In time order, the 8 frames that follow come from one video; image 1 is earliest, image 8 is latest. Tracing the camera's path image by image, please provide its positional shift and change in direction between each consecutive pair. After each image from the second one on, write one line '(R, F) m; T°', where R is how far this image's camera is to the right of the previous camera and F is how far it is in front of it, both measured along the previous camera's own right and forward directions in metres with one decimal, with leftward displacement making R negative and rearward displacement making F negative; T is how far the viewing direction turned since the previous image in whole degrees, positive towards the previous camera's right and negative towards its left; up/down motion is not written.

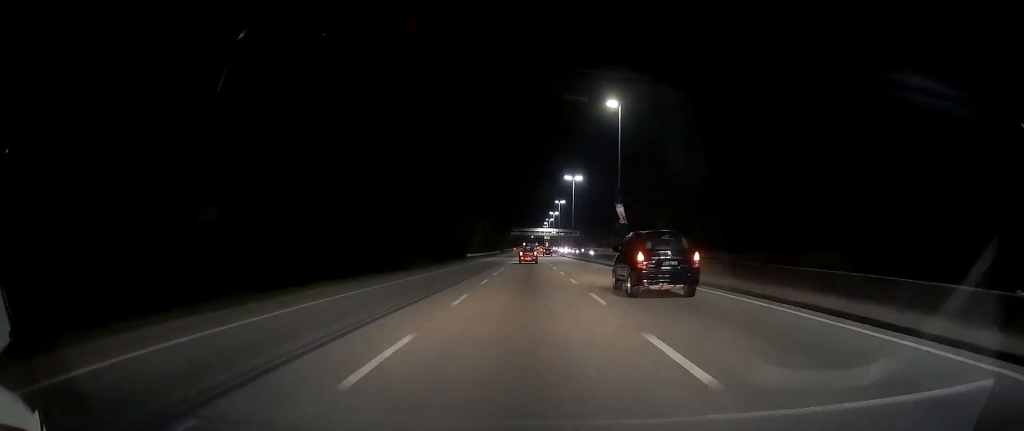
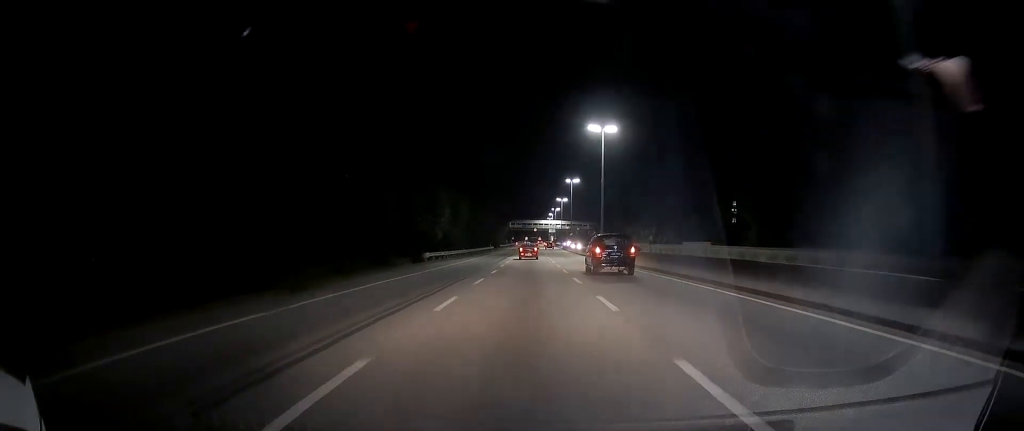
(-0.1, +33.9) m; 0°
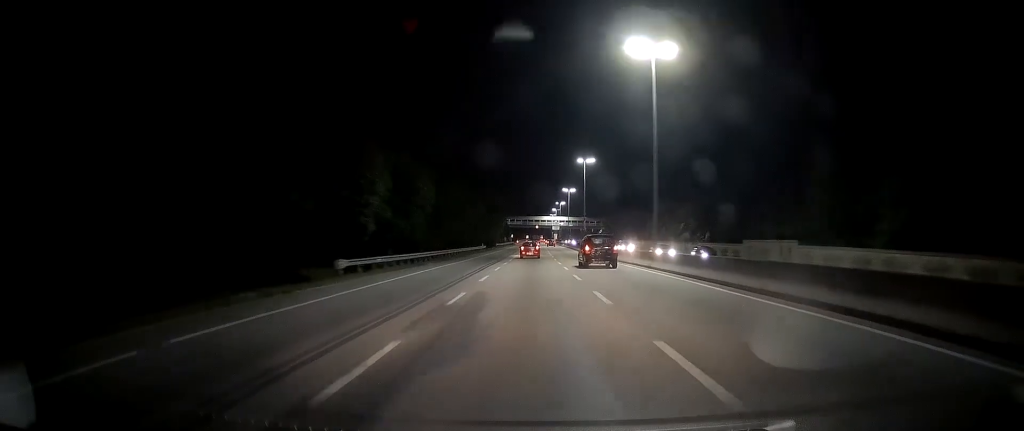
(0.0, +21.9) m; 0°
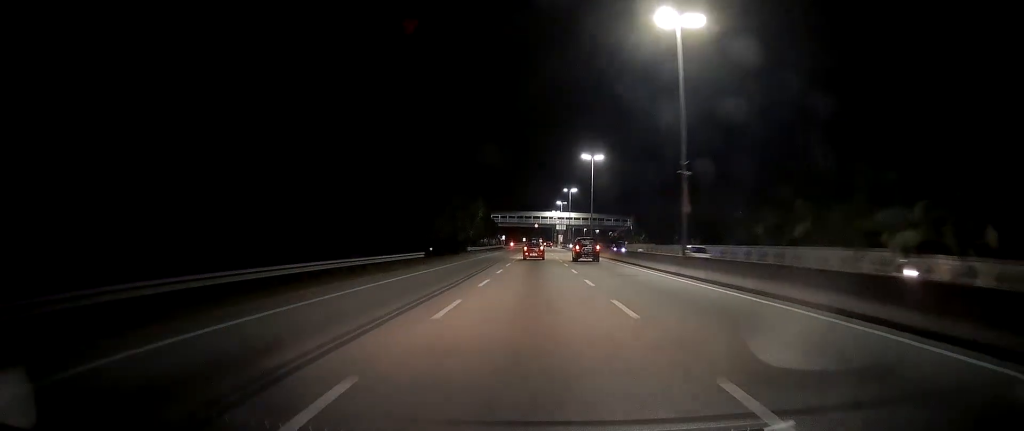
(+0.9, +50.5) m; +2°
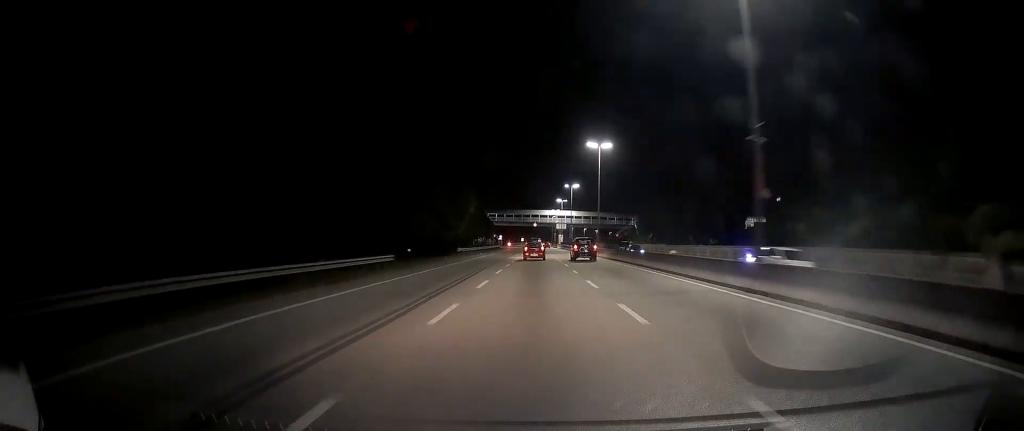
(+0.3, +8.8) m; 0°
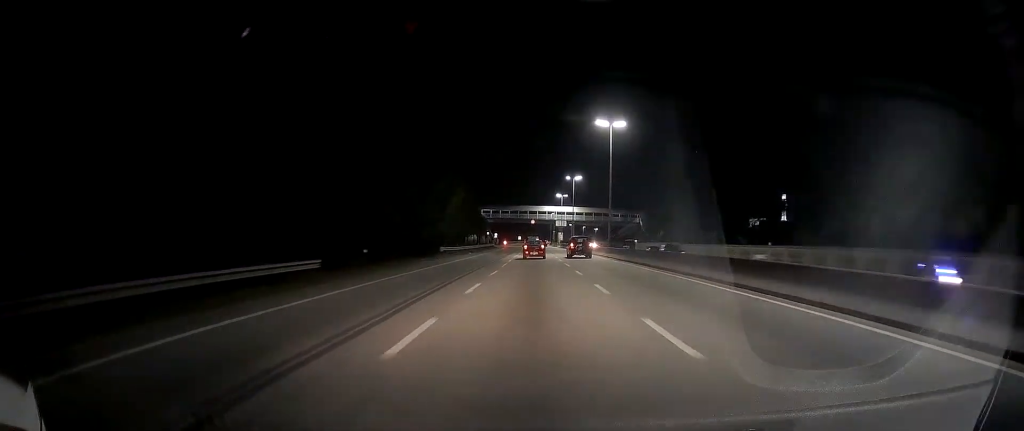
(-0.3, +10.9) m; -1°
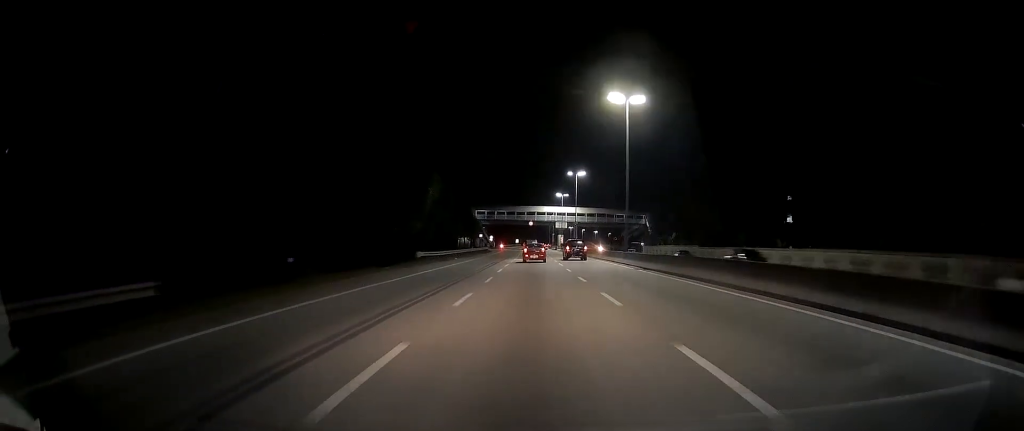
(-0.3, +10.2) m; -1°
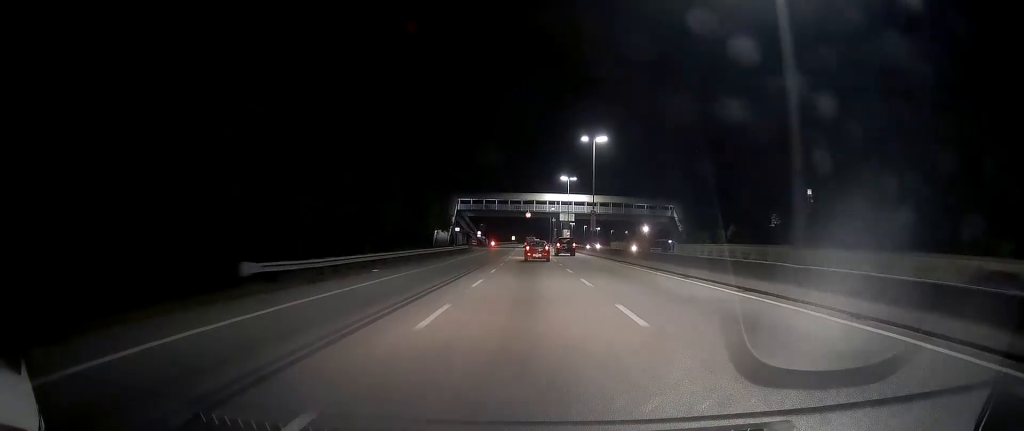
(-0.1, +27.6) m; 0°
